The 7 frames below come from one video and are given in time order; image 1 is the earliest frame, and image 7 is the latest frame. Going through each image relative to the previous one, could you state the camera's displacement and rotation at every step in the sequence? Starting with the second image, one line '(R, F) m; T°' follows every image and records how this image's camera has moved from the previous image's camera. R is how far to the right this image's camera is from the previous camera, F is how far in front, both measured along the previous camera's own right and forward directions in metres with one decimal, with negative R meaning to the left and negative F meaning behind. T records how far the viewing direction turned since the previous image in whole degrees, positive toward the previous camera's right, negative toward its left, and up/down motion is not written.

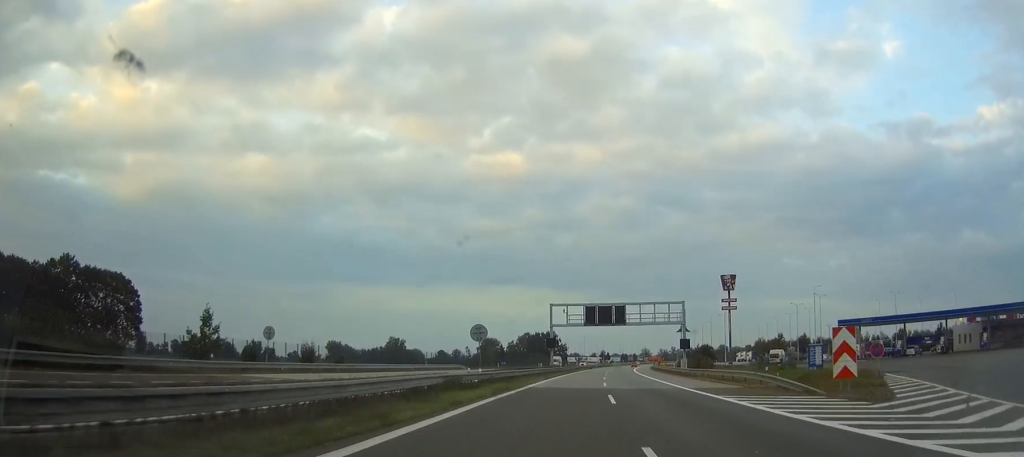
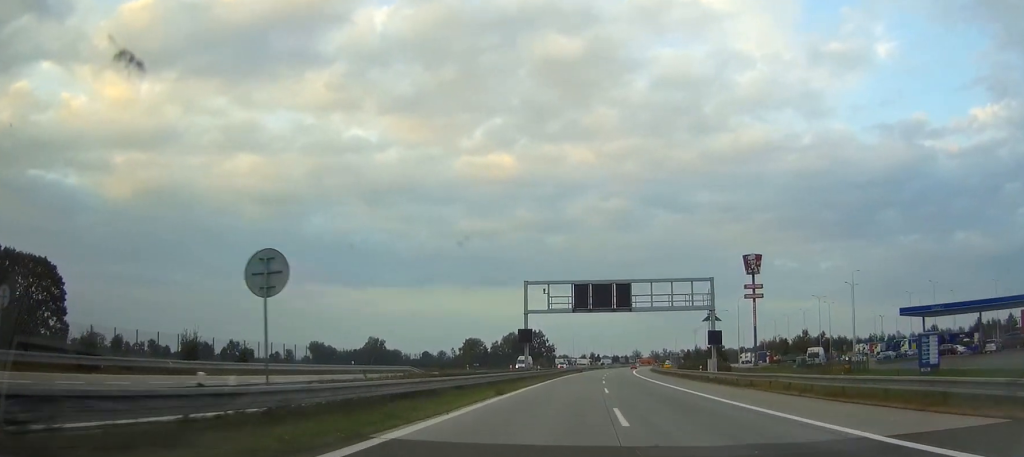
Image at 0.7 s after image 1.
(0.0, +26.5) m; 0°
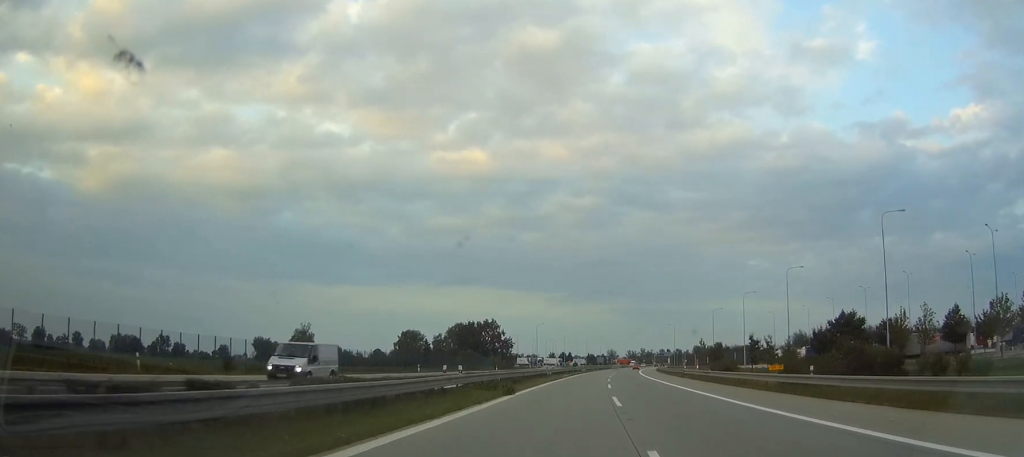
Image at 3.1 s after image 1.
(0.0, +86.1) m; 0°
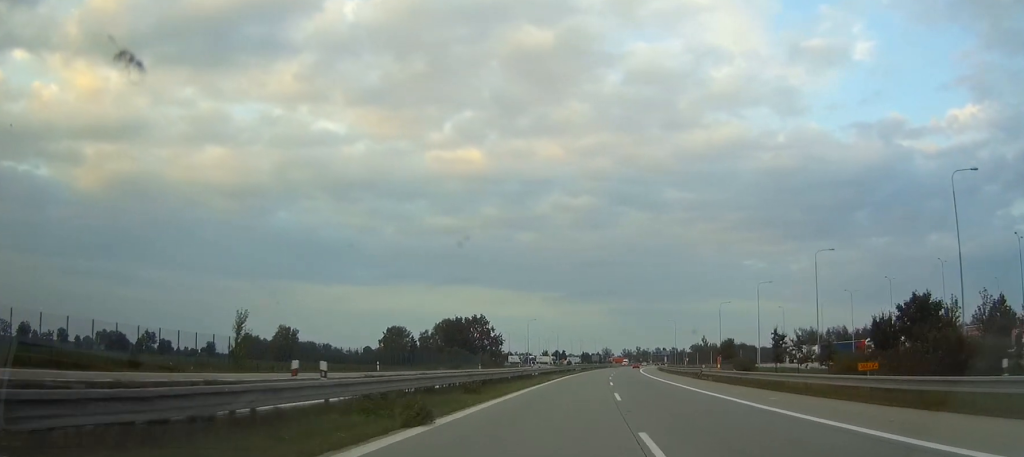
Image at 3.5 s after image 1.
(0.0, +15.8) m; 0°
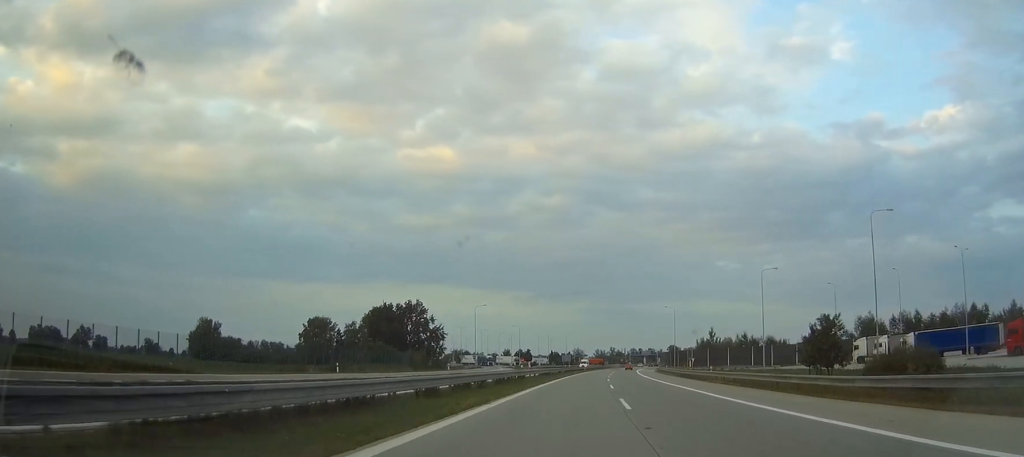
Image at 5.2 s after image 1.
(0.0, +60.3) m; 0°
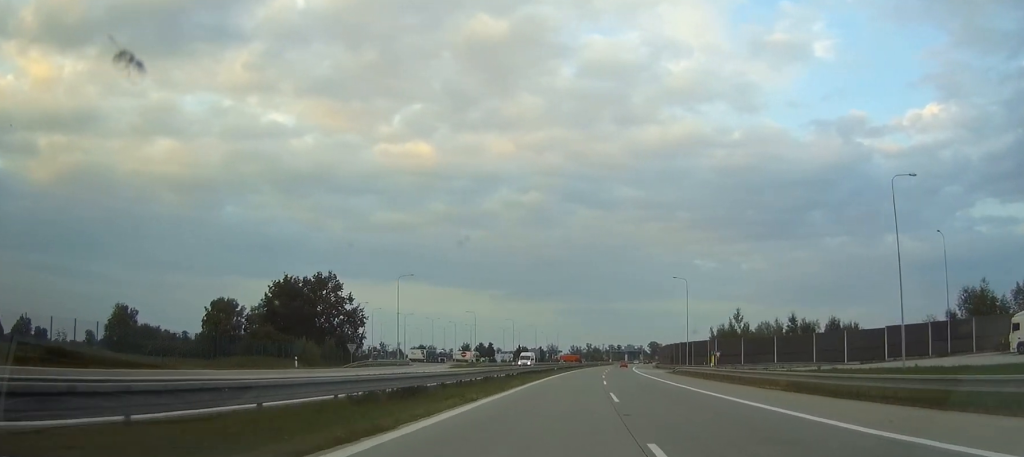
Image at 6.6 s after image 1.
(0.0, +51.2) m; 0°
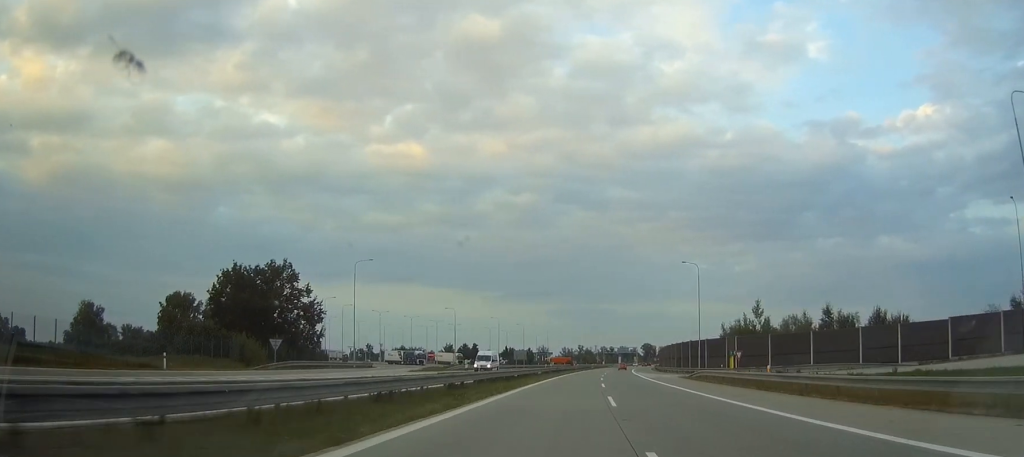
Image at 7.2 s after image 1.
(0.0, +18.8) m; 0°
